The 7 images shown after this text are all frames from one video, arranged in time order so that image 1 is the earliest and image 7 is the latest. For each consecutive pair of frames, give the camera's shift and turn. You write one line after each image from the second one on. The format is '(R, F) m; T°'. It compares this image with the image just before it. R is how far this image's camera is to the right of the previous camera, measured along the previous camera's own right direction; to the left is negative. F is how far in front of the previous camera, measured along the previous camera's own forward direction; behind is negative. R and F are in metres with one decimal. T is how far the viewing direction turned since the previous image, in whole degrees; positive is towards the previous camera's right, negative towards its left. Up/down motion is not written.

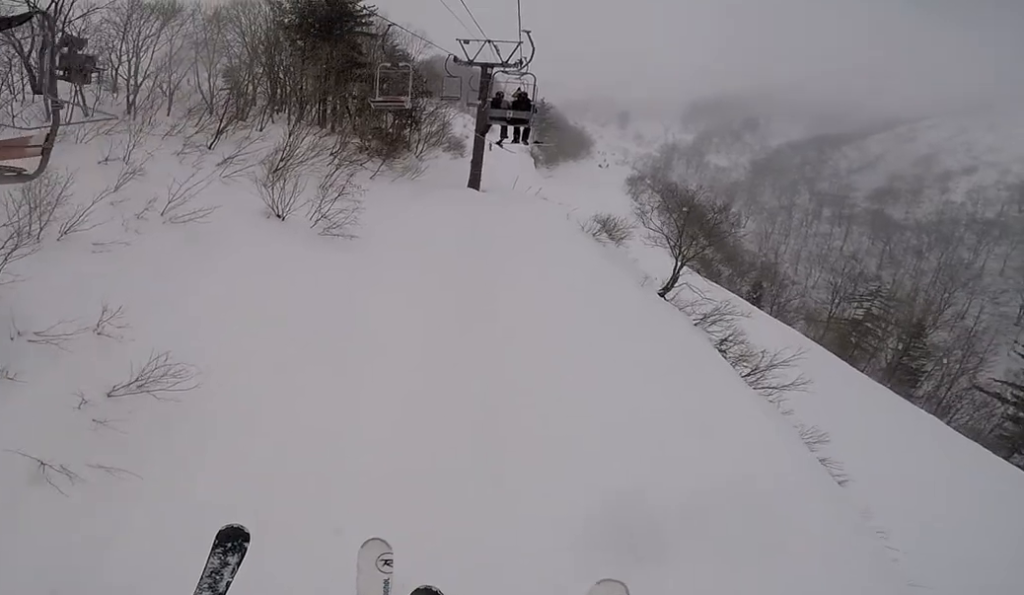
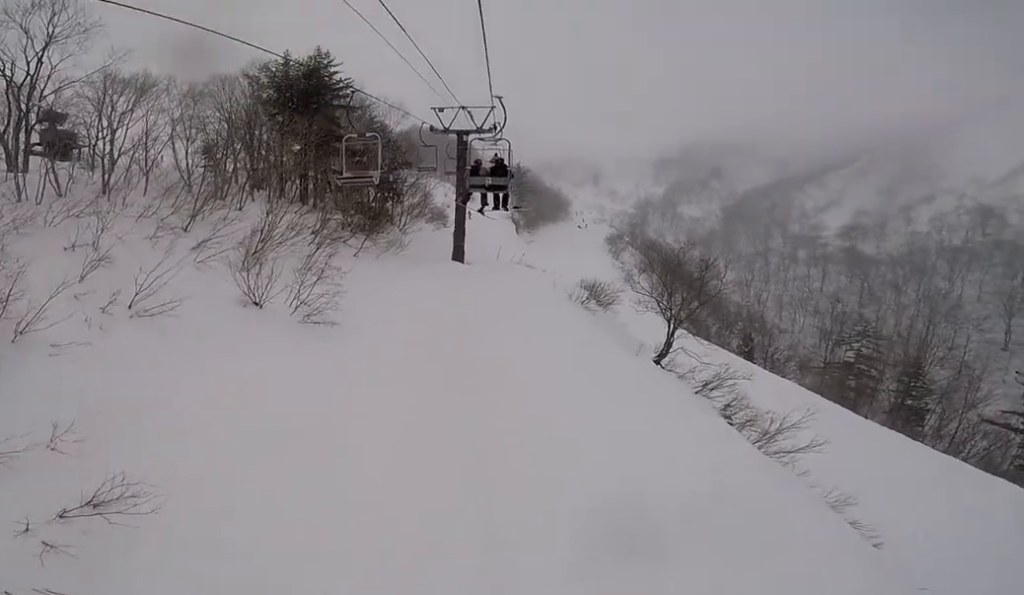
(0.0, +0.8) m; 0°
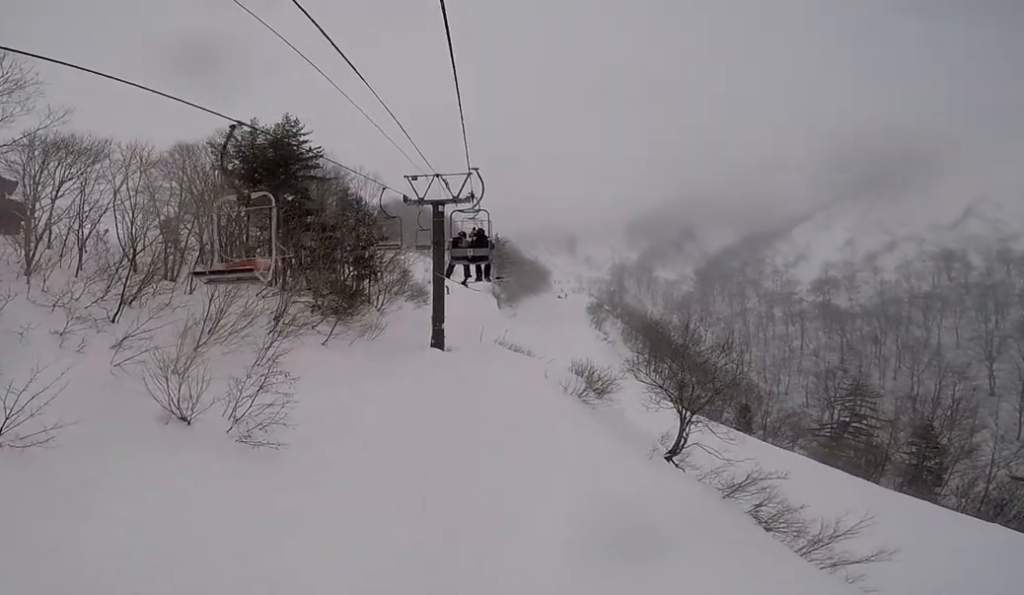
(0.0, +2.8) m; 0°
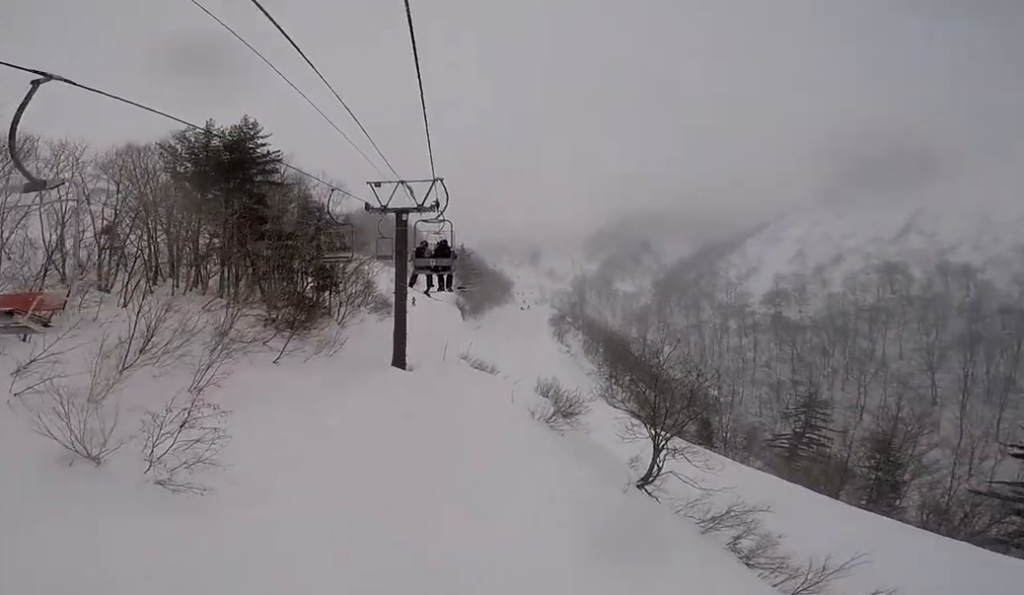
(0.0, +1.6) m; 0°
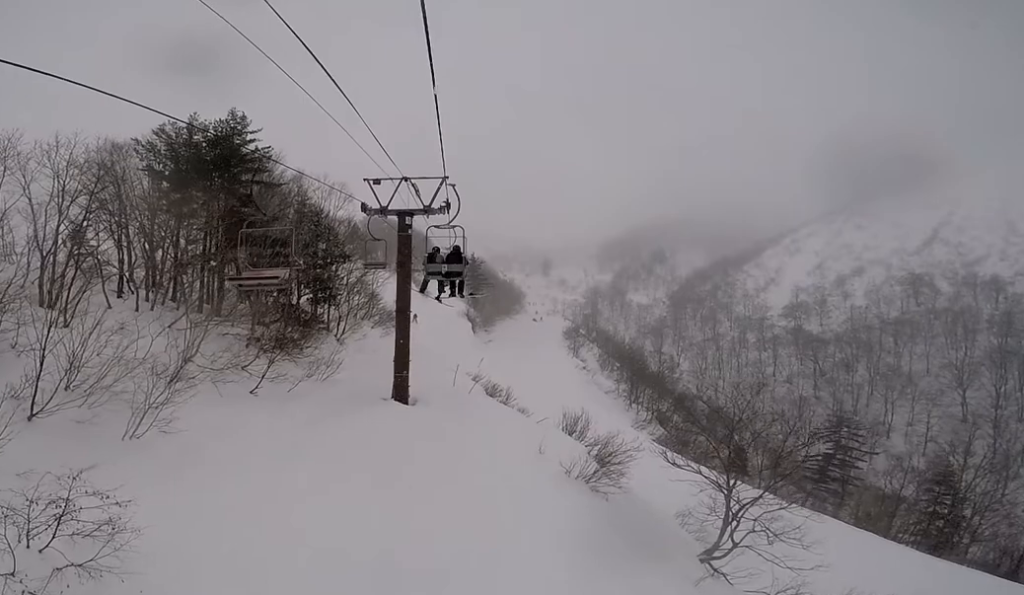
(0.0, +3.6) m; 0°
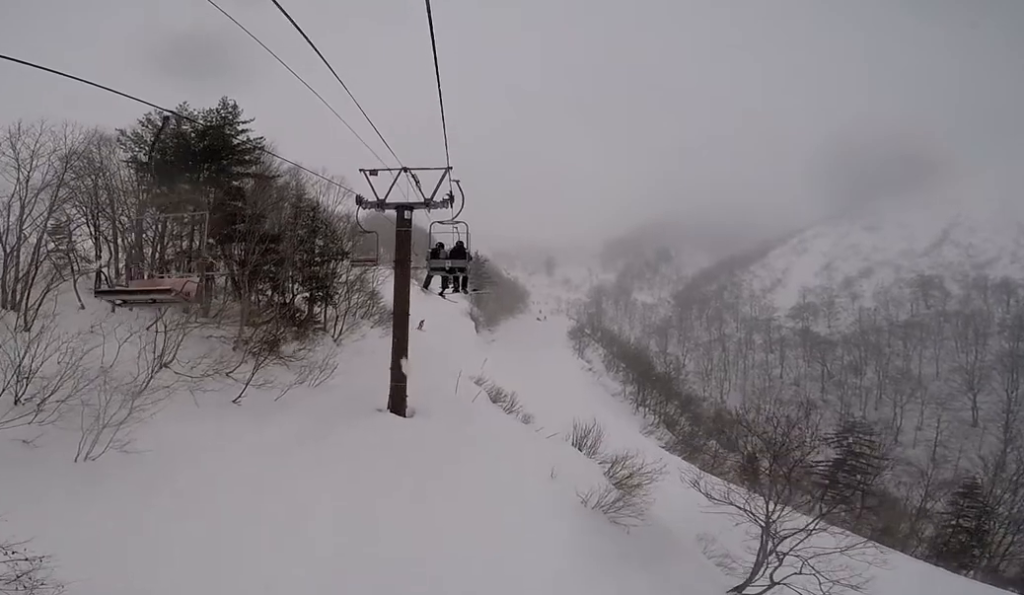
(0.0, +1.6) m; 0°
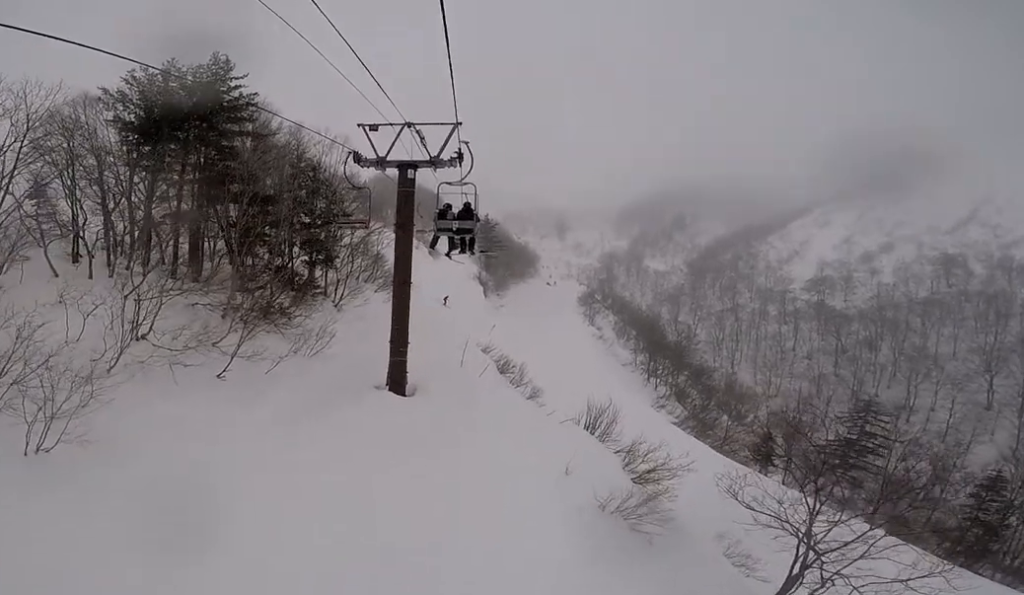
(0.0, +1.5) m; 0°
